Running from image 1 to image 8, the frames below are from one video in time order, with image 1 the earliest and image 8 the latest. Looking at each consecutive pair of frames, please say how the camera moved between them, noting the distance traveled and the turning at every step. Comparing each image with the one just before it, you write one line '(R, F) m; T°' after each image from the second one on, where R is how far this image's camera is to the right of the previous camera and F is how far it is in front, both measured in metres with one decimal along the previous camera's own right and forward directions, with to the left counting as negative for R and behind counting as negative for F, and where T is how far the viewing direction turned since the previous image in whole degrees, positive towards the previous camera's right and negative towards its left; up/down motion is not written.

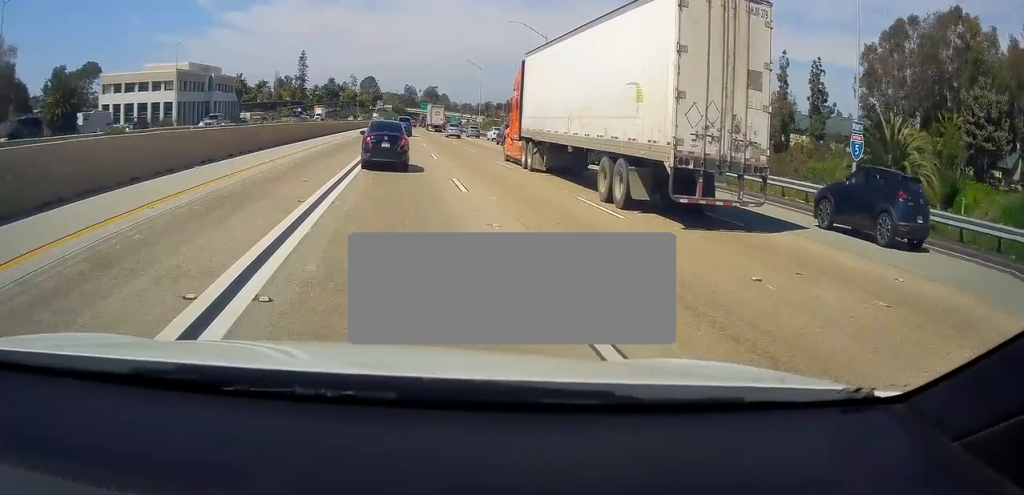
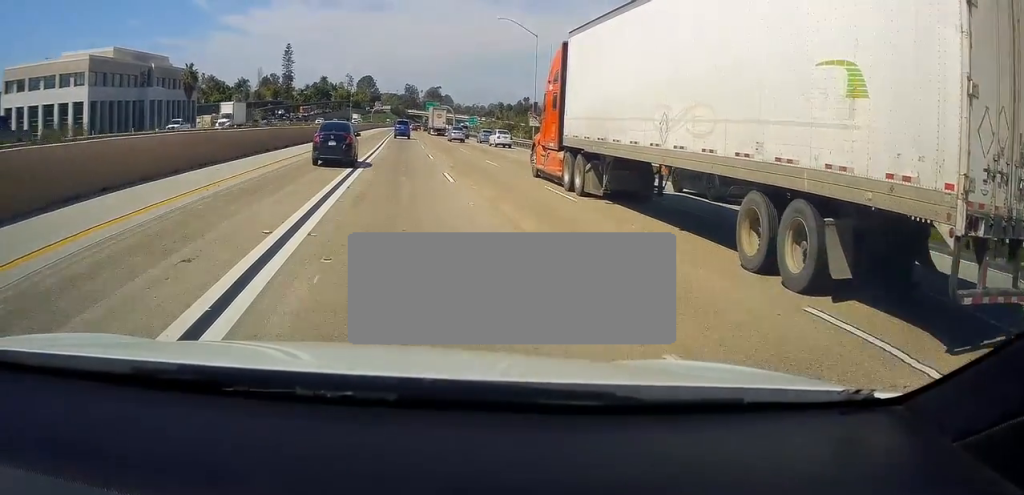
(+1.2, +54.7) m; +1°
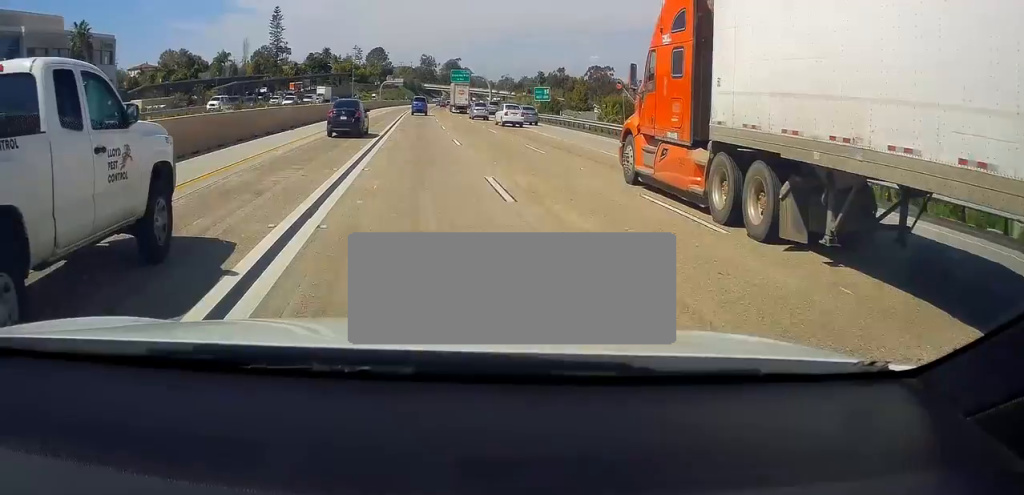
(-1.0, +65.8) m; 0°
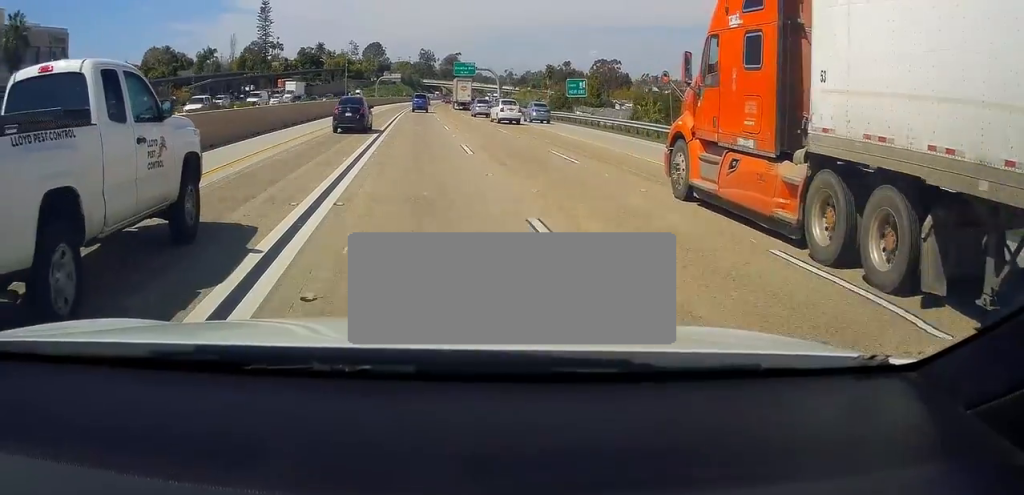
(+0.3, +19.9) m; 0°
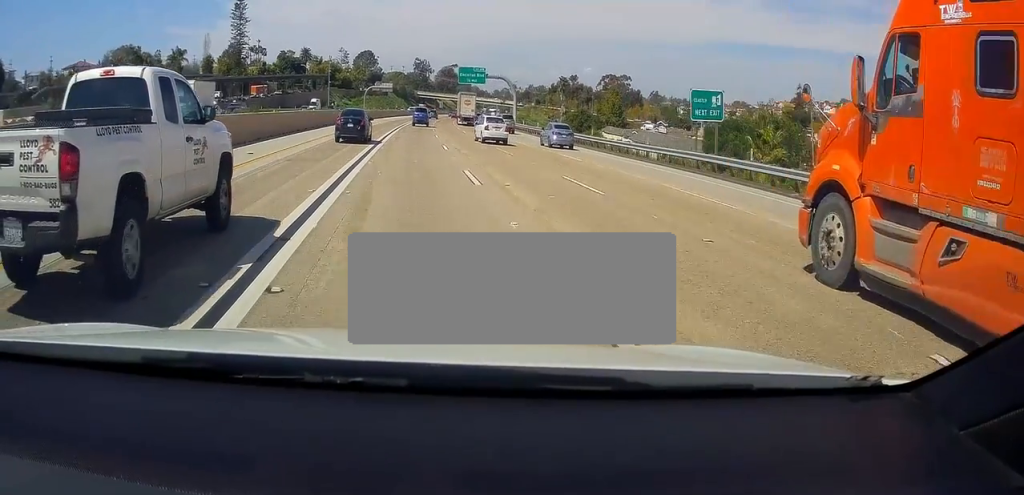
(-0.7, +33.9) m; -1°
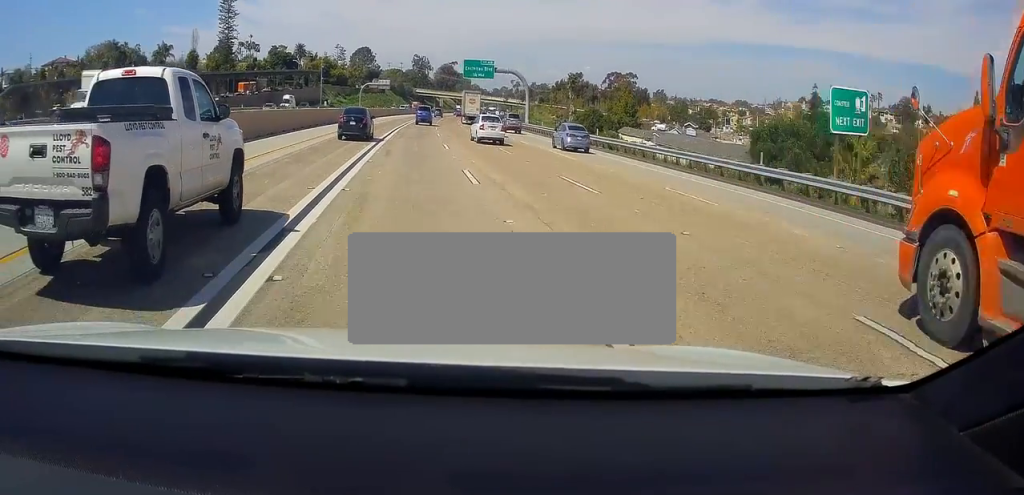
(+0.2, +13.9) m; 0°
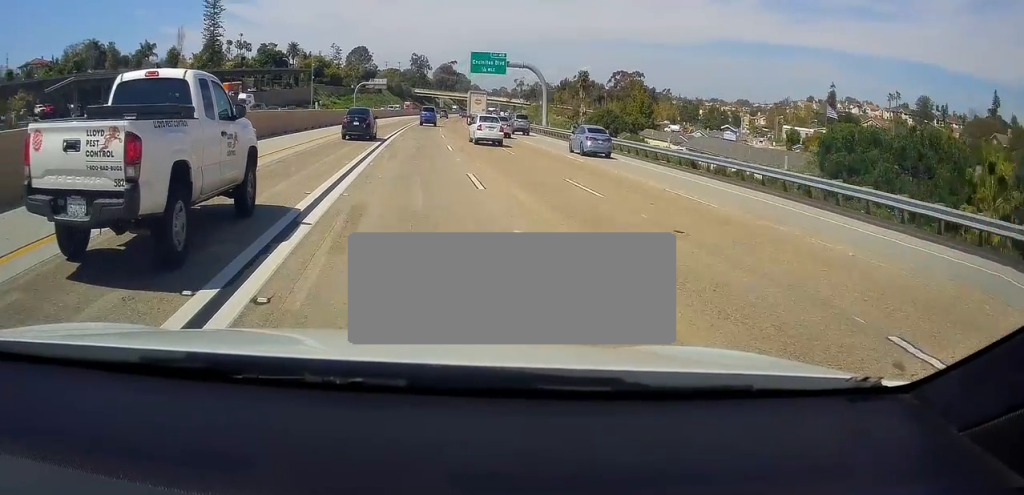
(0.0, +15.2) m; 0°
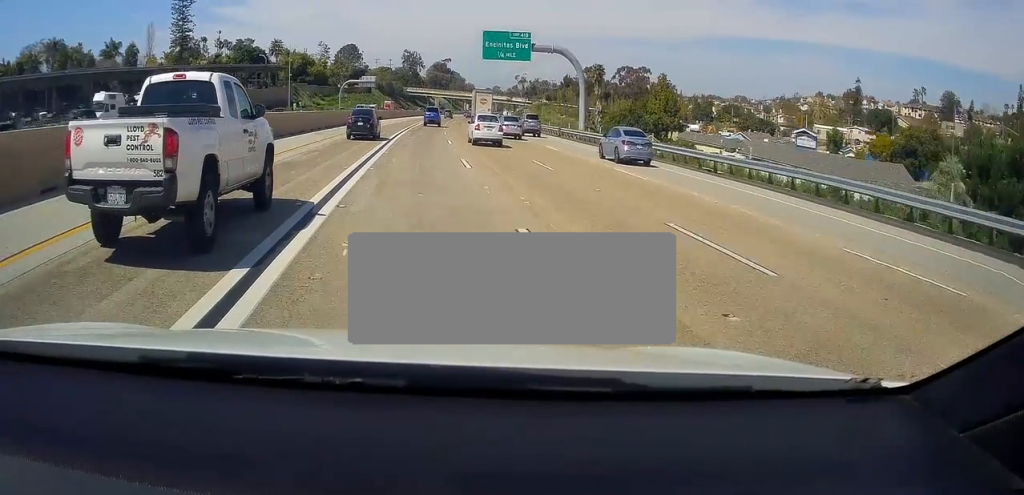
(-0.2, +22.8) m; +1°
